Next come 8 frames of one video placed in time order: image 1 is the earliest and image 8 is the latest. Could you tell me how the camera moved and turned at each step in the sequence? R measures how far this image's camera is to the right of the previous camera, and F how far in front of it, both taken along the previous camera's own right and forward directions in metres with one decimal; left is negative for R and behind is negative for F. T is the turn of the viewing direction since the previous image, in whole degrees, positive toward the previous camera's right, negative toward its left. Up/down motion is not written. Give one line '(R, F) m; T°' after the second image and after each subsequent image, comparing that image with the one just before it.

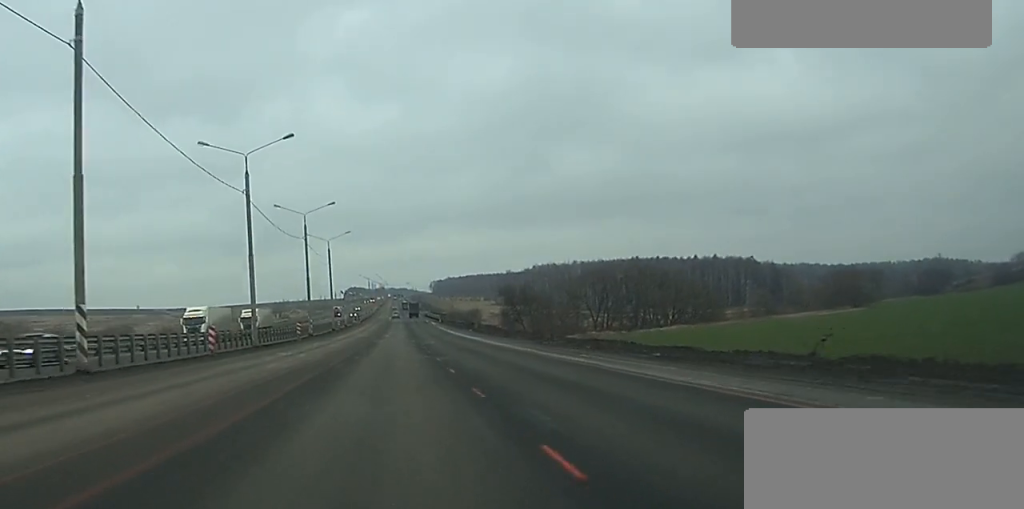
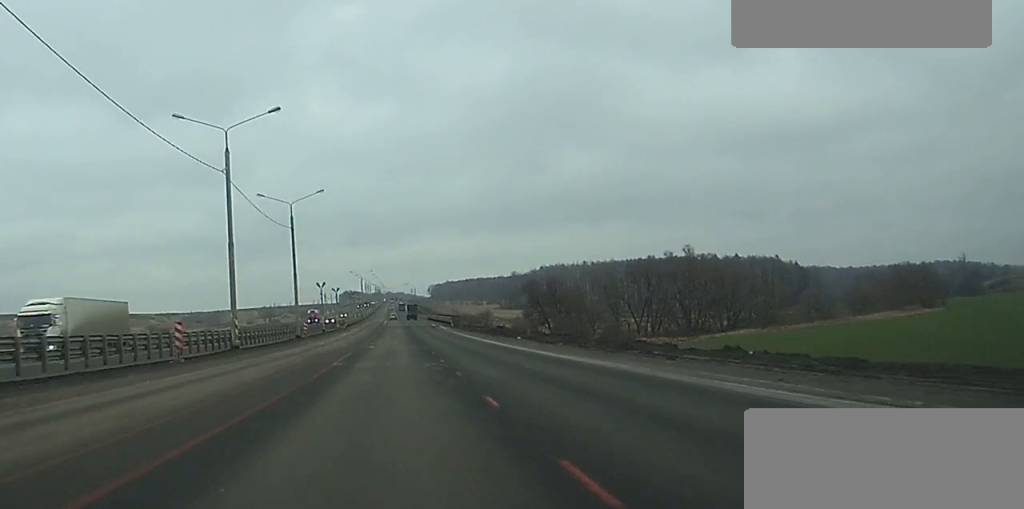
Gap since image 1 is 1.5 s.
(0.0, +40.1) m; 0°
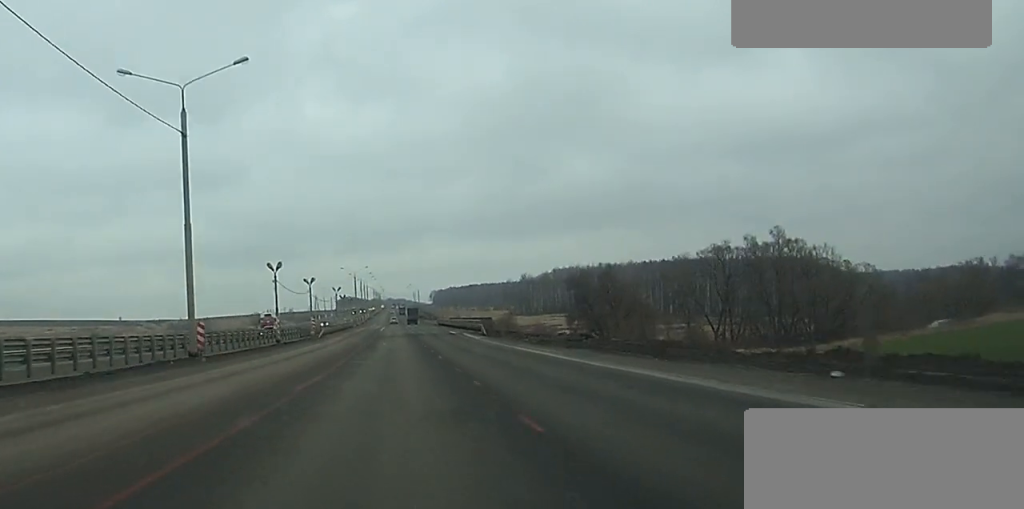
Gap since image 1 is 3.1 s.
(0.0, +42.1) m; 0°
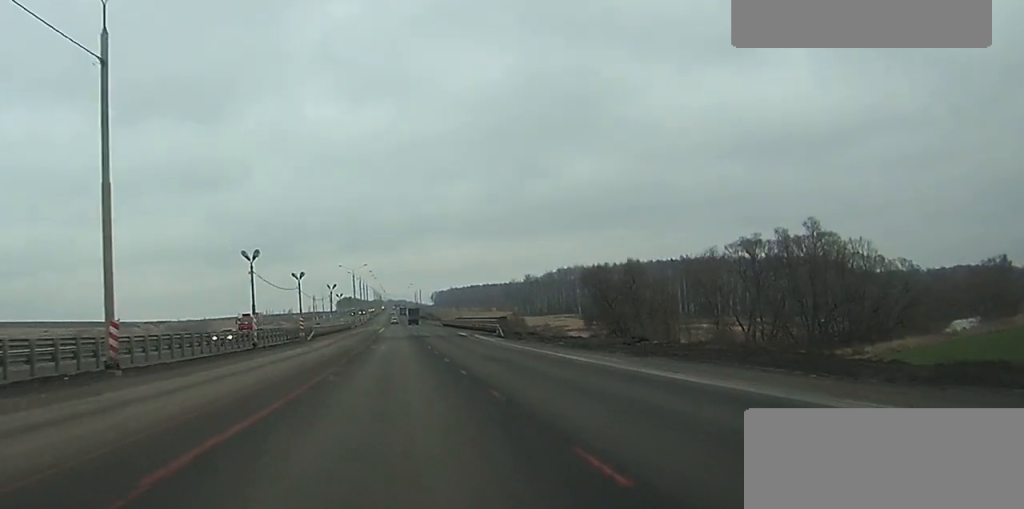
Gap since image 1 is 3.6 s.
(0.0, +11.6) m; 0°
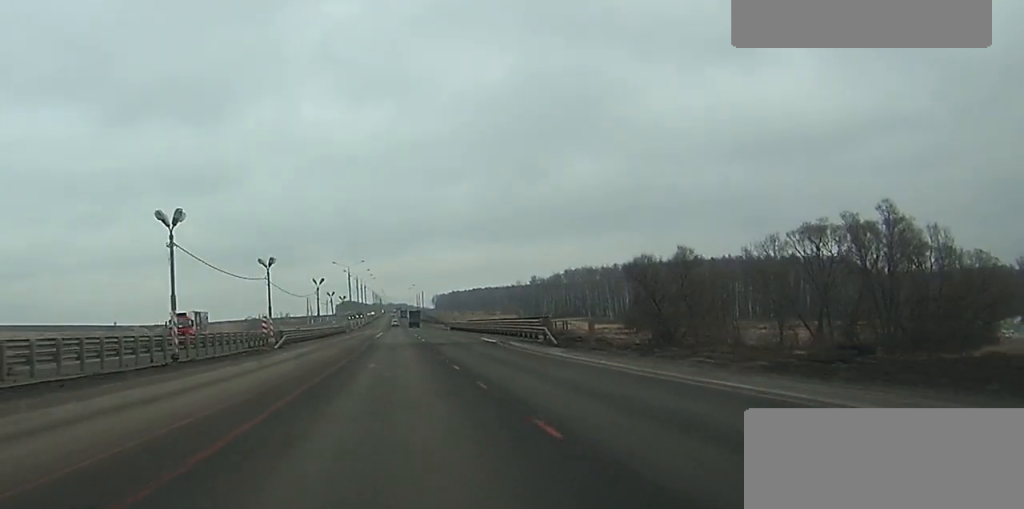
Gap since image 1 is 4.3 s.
(0.0, +20.5) m; 0°
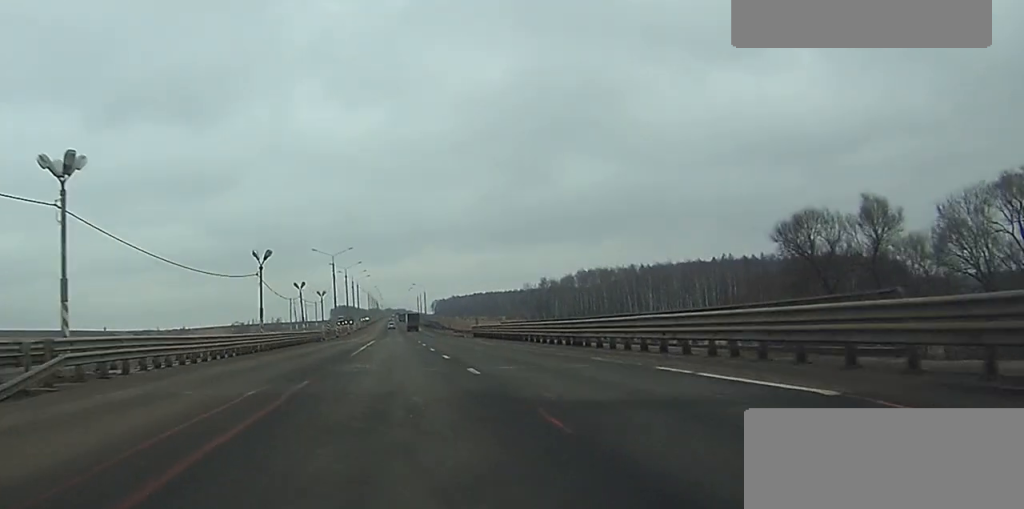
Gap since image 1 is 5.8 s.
(-0.1, +39.7) m; 0°
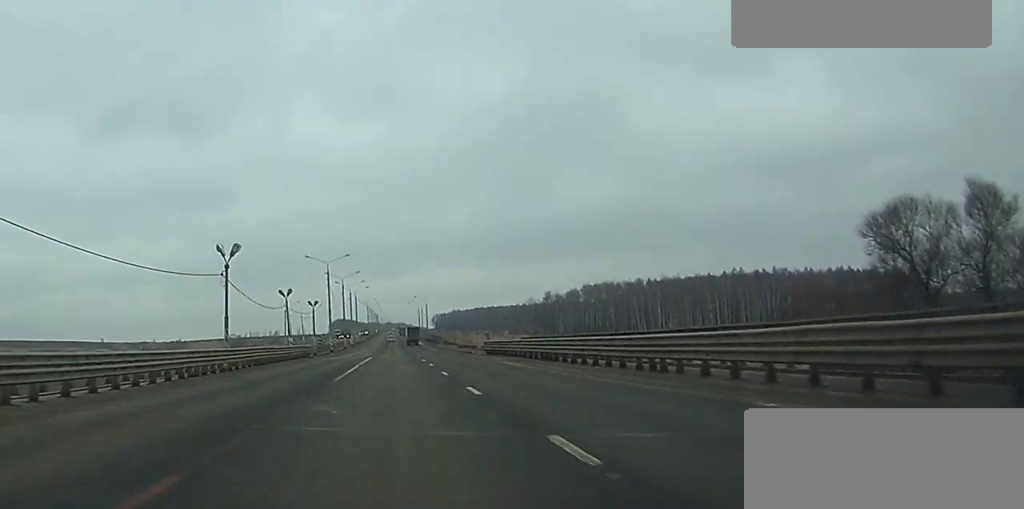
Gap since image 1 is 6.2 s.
(0.0, +11.8) m; 0°
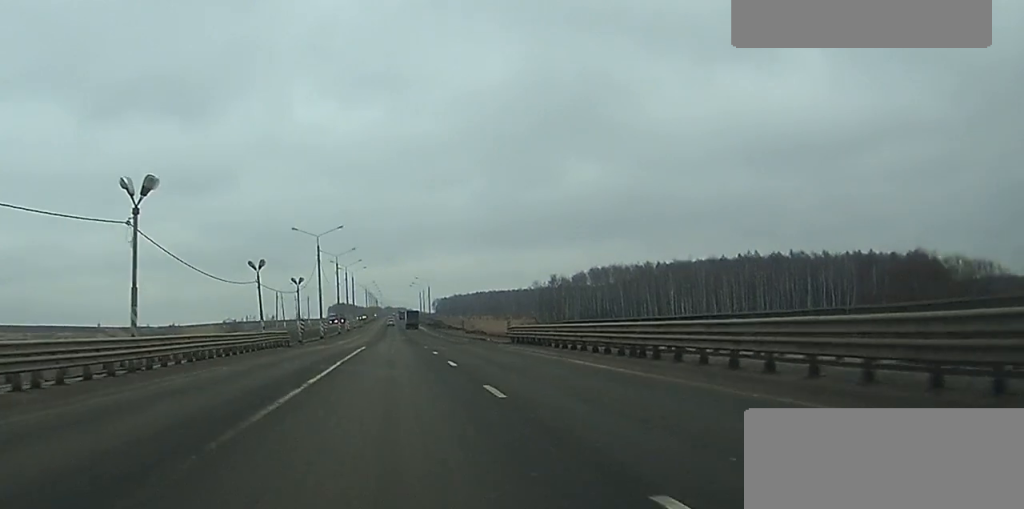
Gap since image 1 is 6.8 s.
(-0.1, +16.4) m; 0°
